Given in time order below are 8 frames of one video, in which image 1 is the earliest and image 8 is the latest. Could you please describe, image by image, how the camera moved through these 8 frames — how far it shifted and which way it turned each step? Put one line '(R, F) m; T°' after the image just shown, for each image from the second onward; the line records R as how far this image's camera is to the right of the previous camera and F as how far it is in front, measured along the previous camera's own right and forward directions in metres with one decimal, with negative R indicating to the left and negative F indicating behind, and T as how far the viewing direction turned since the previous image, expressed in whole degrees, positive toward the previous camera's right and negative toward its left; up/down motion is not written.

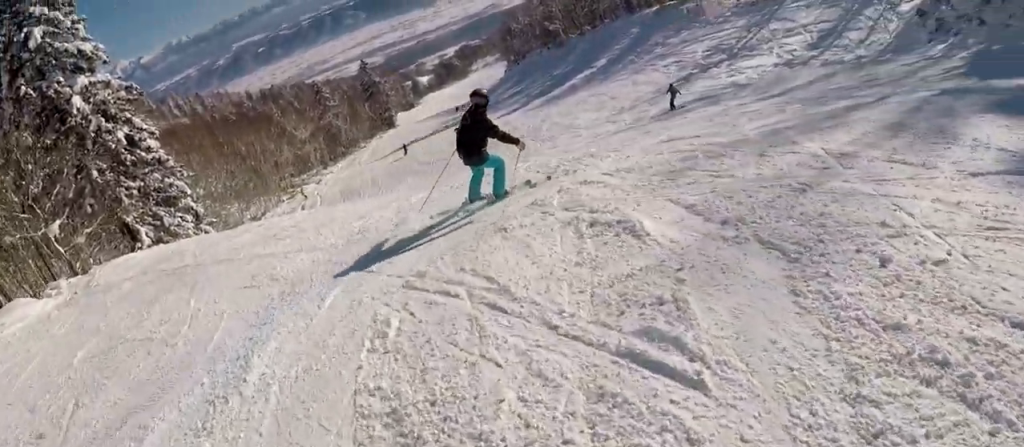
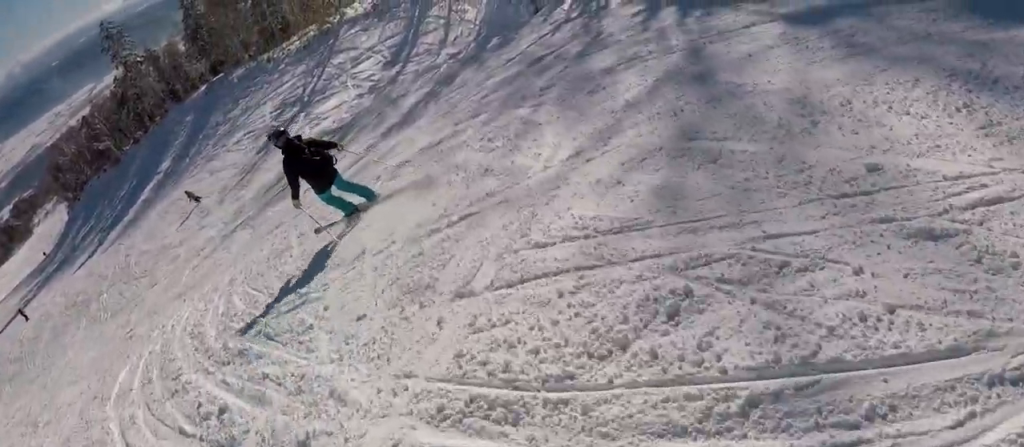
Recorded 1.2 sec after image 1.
(+1.2, +4.4) m; +34°
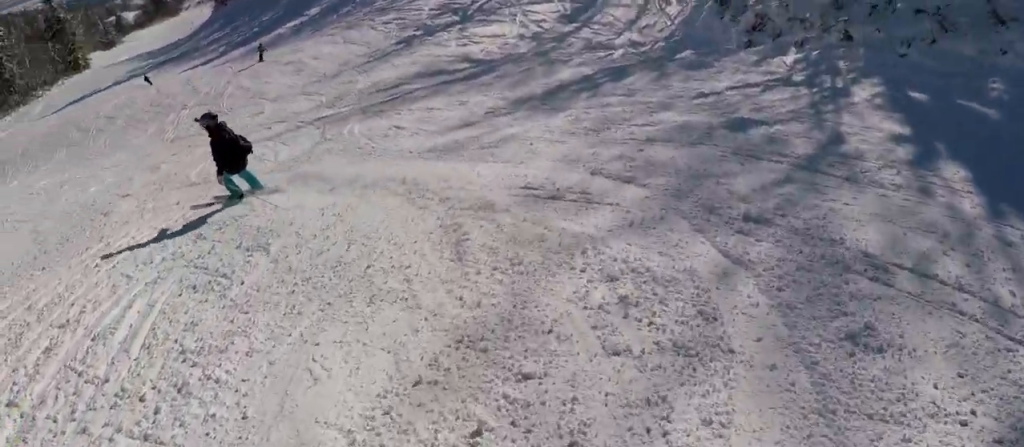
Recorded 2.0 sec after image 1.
(+1.3, +3.4) m; -3°
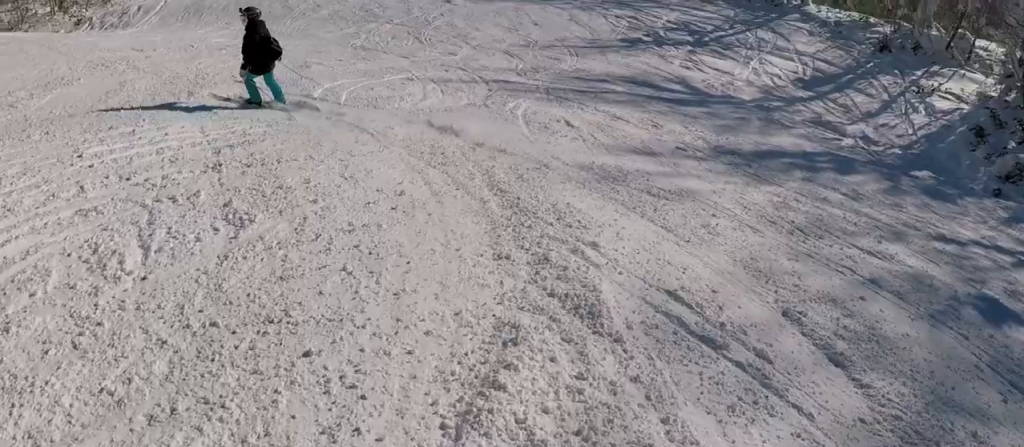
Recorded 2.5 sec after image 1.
(-0.7, +1.9) m; -30°
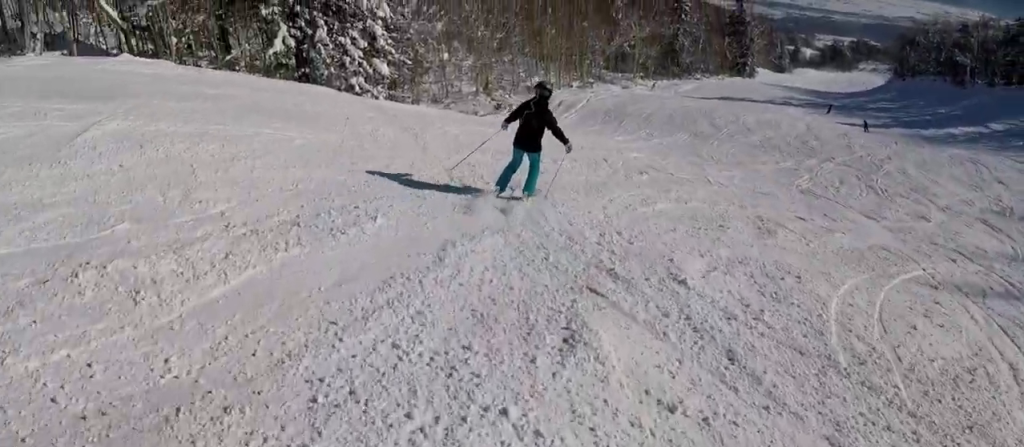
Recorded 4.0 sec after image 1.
(-3.0, +4.5) m; -26°
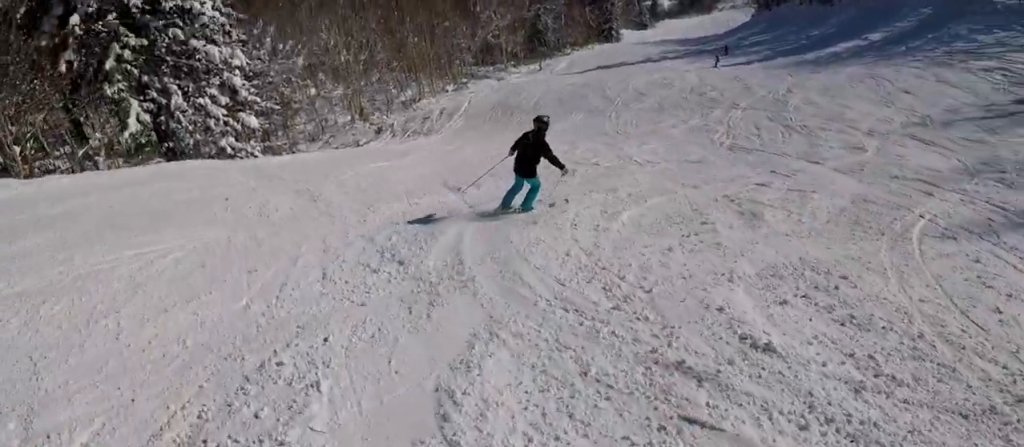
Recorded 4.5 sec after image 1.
(+0.5, +2.4) m; +23°
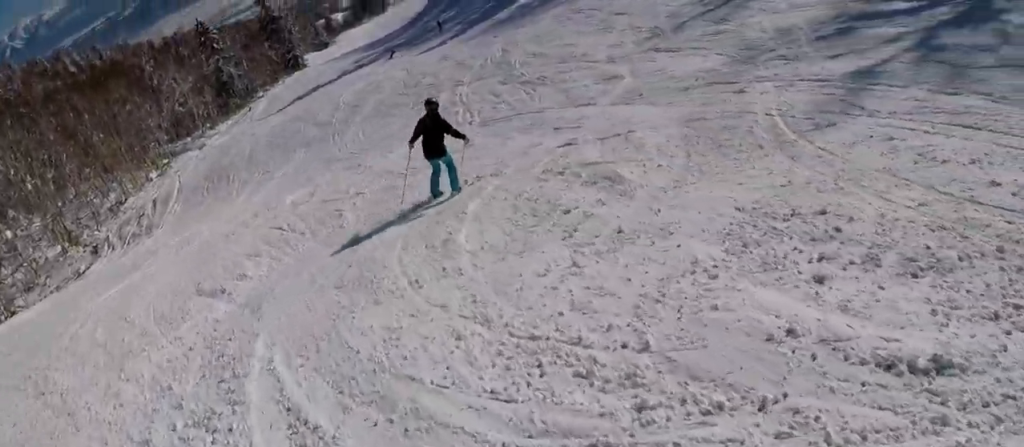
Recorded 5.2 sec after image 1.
(+0.5, +2.6) m; +19°
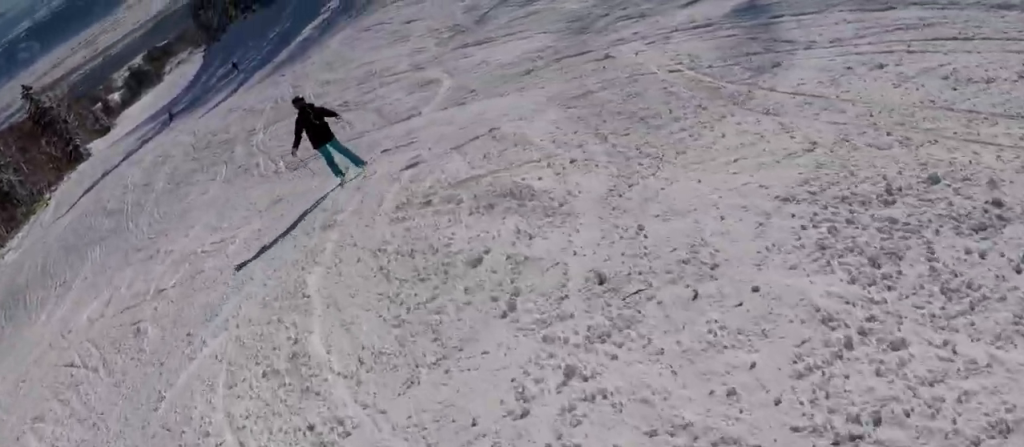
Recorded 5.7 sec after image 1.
(+0.9, +2.4) m; +7°
